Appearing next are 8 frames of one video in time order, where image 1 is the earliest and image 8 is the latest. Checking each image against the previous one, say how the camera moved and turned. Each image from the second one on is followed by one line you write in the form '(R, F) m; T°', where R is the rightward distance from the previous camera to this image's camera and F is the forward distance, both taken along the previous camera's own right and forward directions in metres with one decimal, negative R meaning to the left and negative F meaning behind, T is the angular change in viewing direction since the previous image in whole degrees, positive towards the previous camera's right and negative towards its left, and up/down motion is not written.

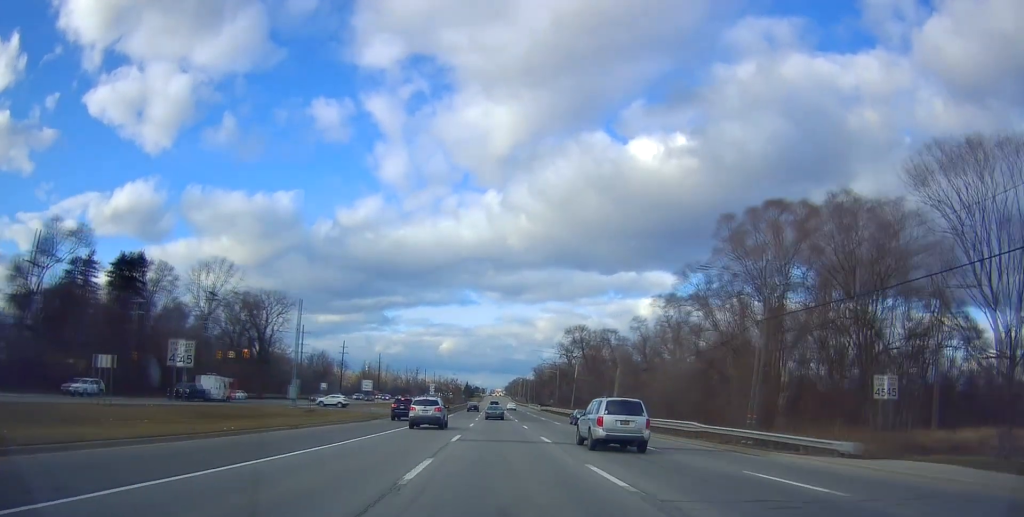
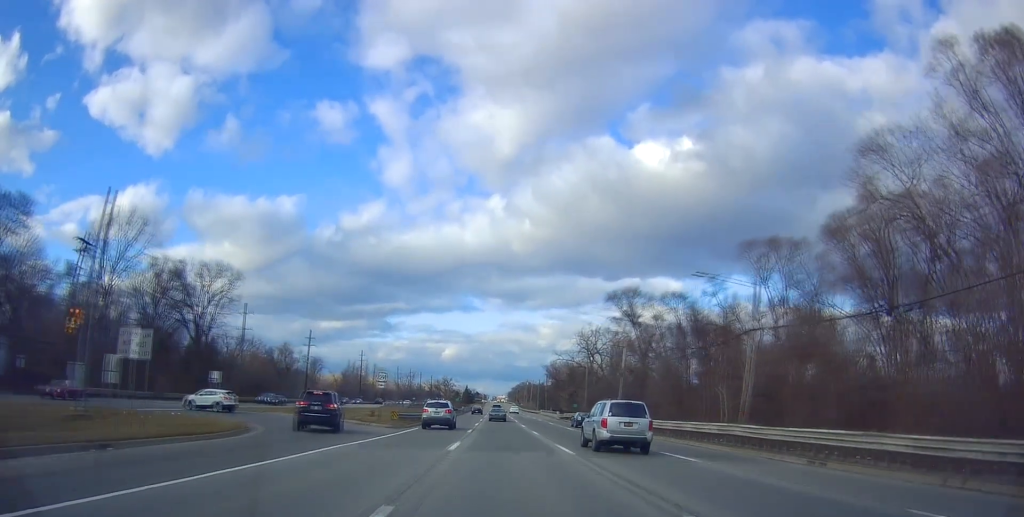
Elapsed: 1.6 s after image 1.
(-0.5, +35.5) m; 0°
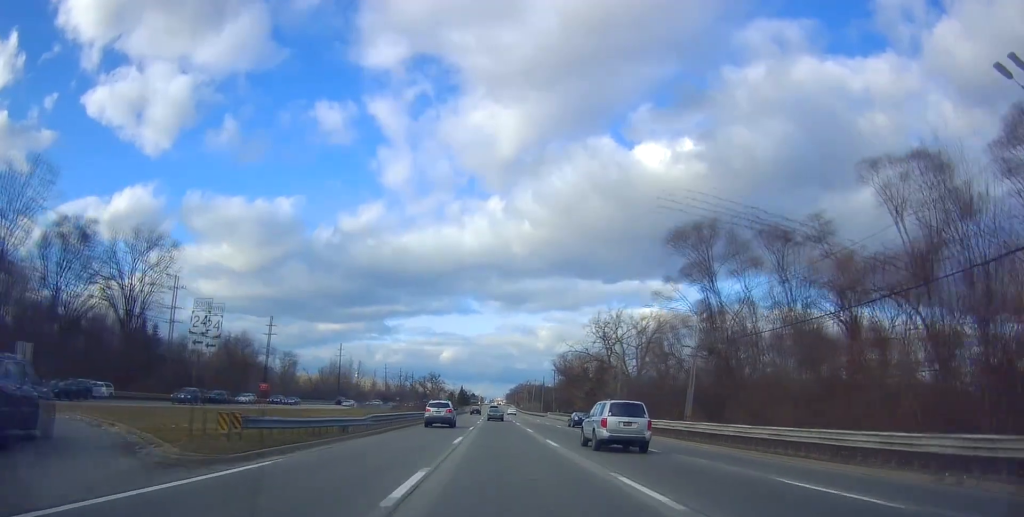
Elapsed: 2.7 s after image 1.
(+0.3, +25.4) m; +1°
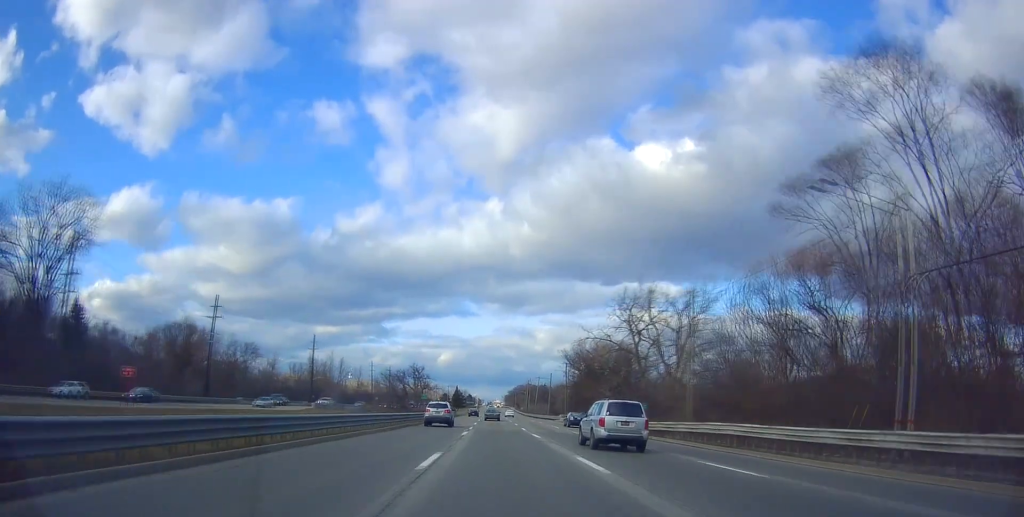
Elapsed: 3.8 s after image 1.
(-0.1, +25.0) m; -1°
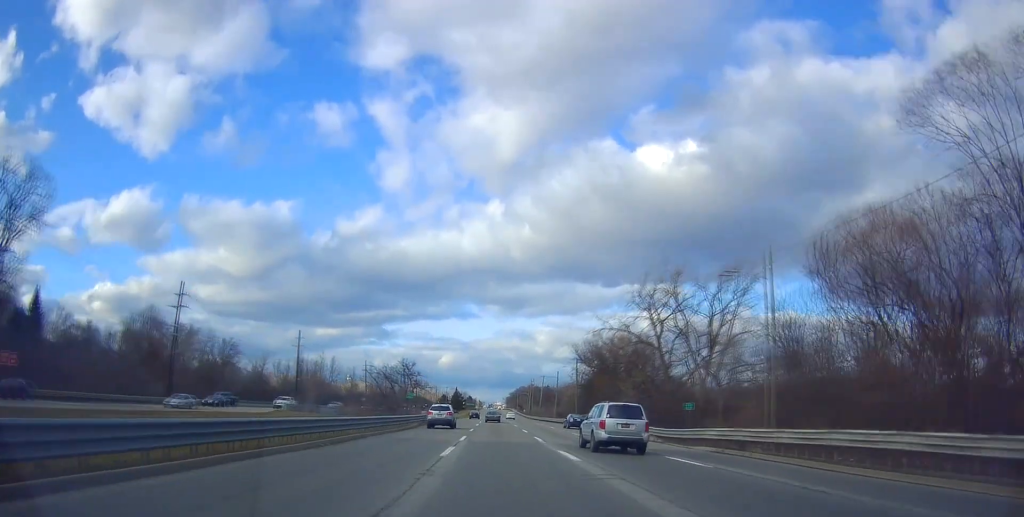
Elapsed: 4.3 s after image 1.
(-0.1, +12.5) m; 0°
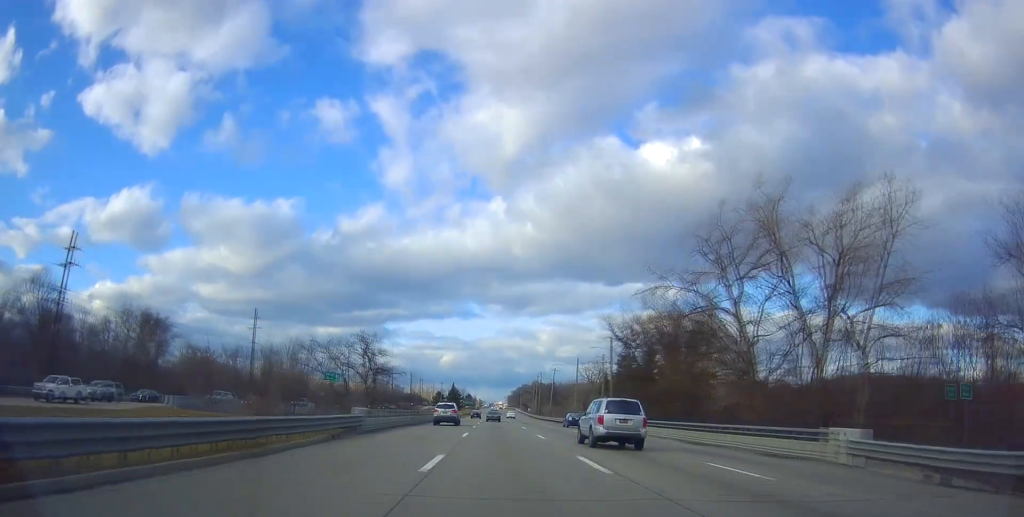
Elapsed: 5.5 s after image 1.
(+0.2, +27.4) m; +1°
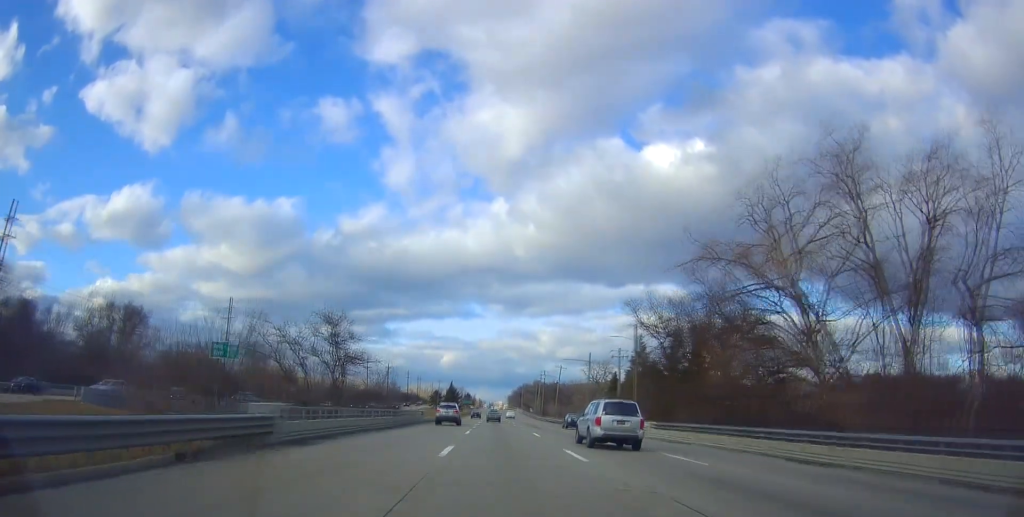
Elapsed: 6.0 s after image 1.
(+0.2, +11.8) m; 0°
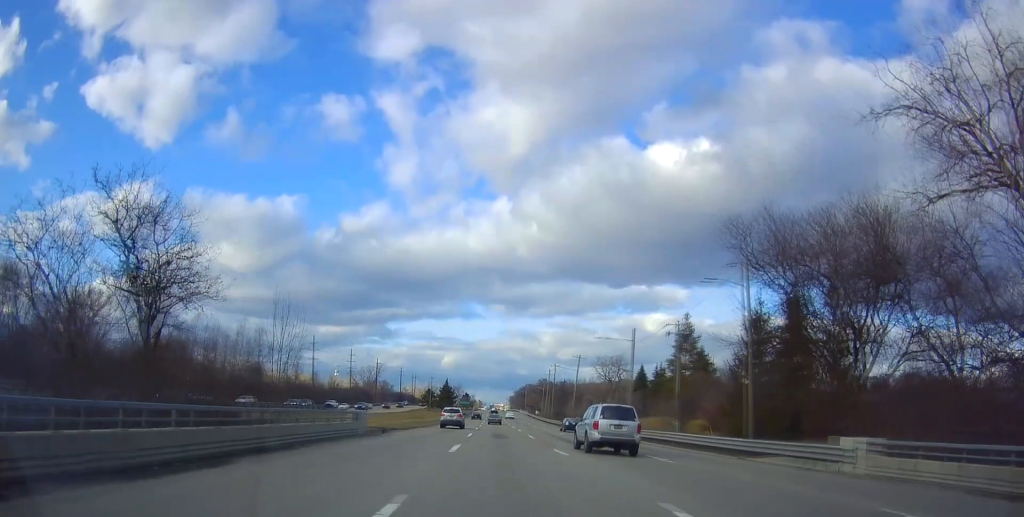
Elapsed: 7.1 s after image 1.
(-0.3, +26.5) m; 0°
